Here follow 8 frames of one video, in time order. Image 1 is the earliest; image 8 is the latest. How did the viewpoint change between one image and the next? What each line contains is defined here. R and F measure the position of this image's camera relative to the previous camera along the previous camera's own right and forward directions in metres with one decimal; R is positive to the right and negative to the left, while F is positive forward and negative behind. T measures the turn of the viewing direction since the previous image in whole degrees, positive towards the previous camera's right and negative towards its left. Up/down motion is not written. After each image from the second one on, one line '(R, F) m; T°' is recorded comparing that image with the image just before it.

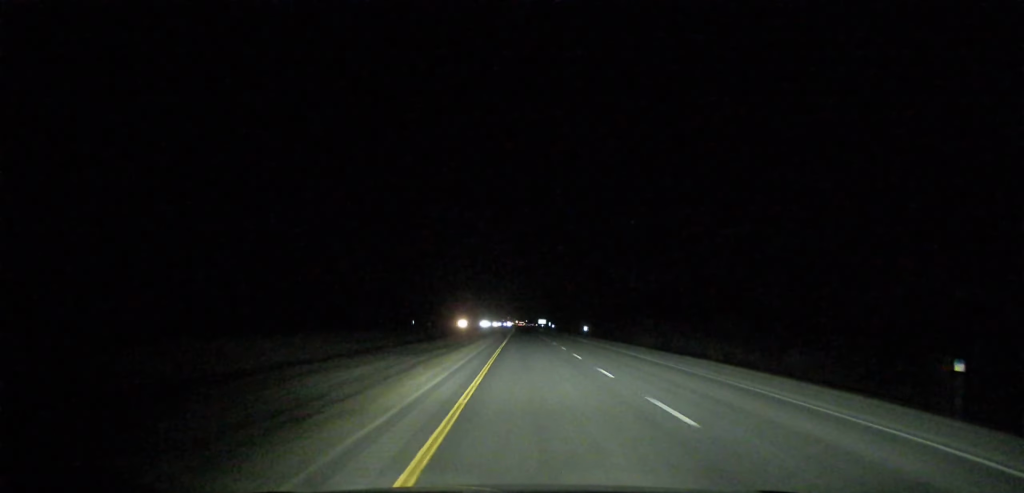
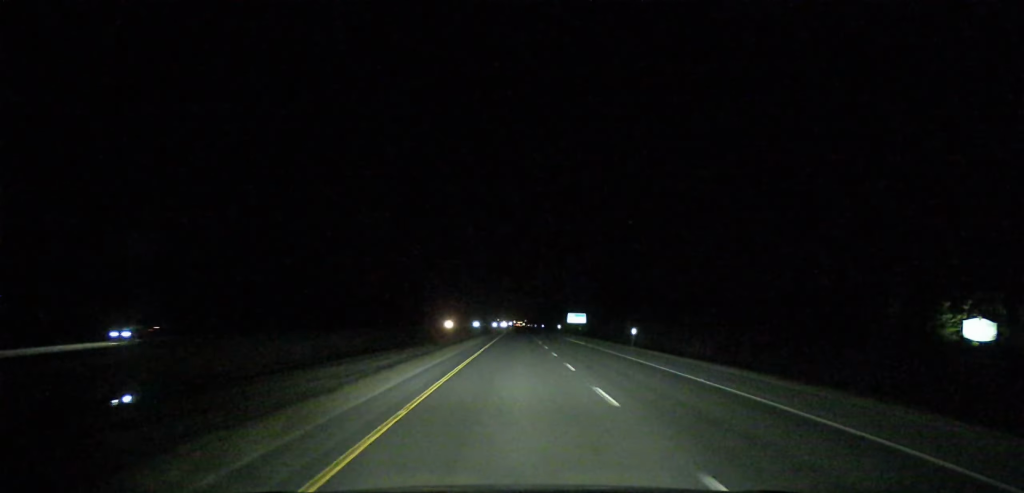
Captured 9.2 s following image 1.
(-1.8, +349.0) m; 0°
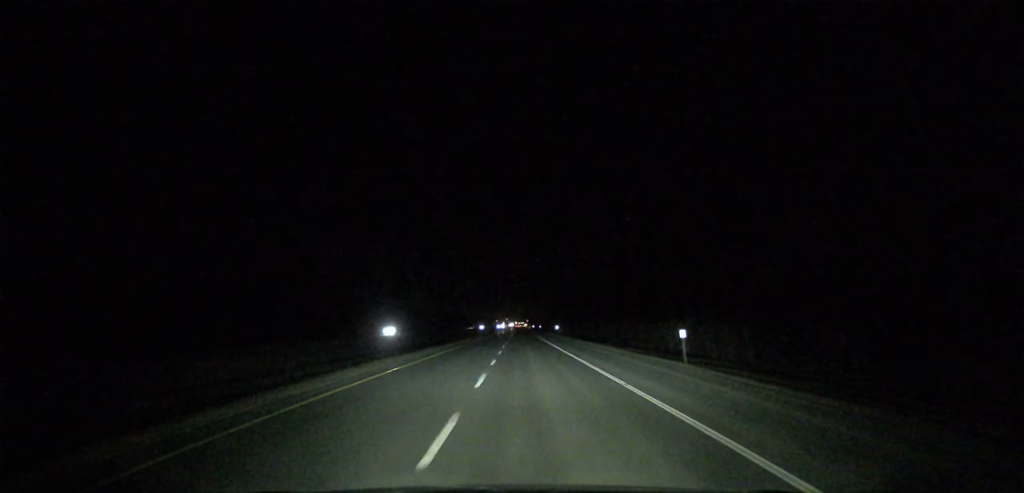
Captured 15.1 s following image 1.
(+0.6, +222.8) m; 0°
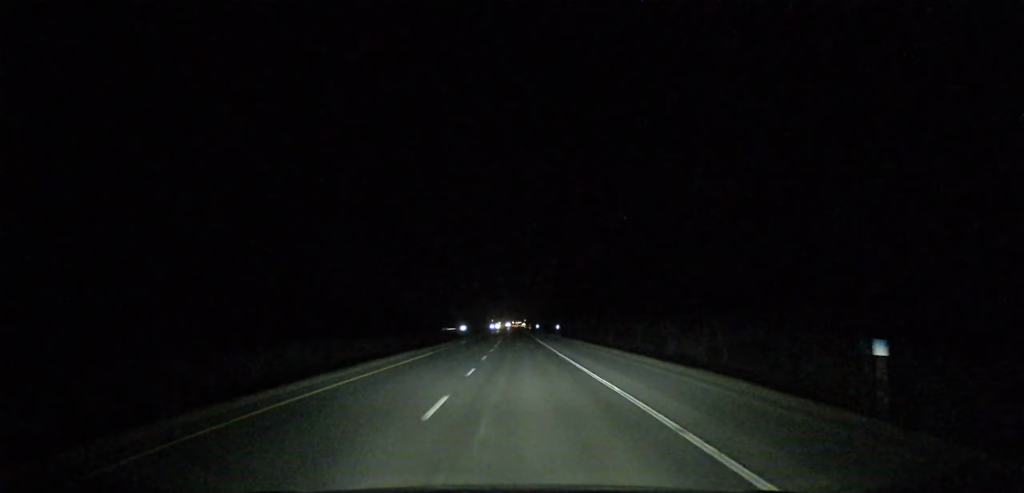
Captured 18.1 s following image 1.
(-0.1, +114.9) m; 0°
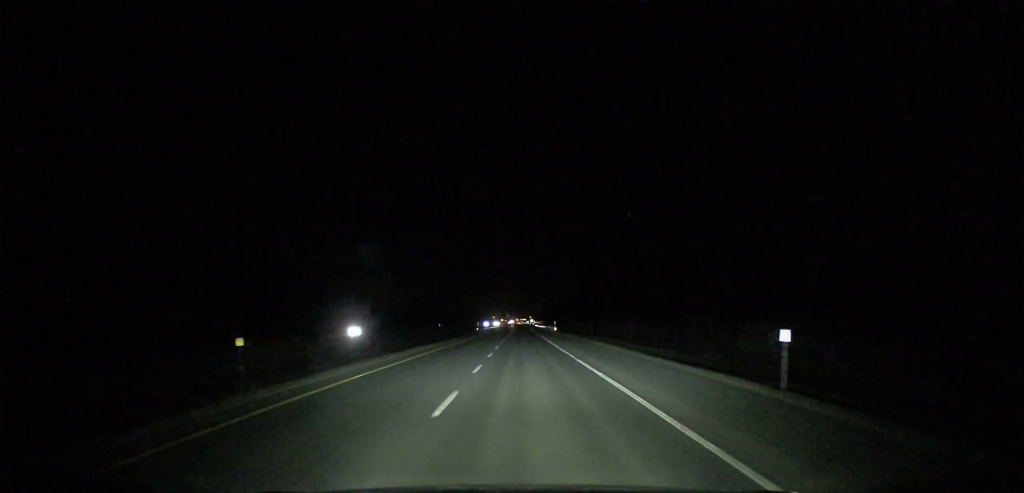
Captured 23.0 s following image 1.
(-0.9, +187.8) m; 0°
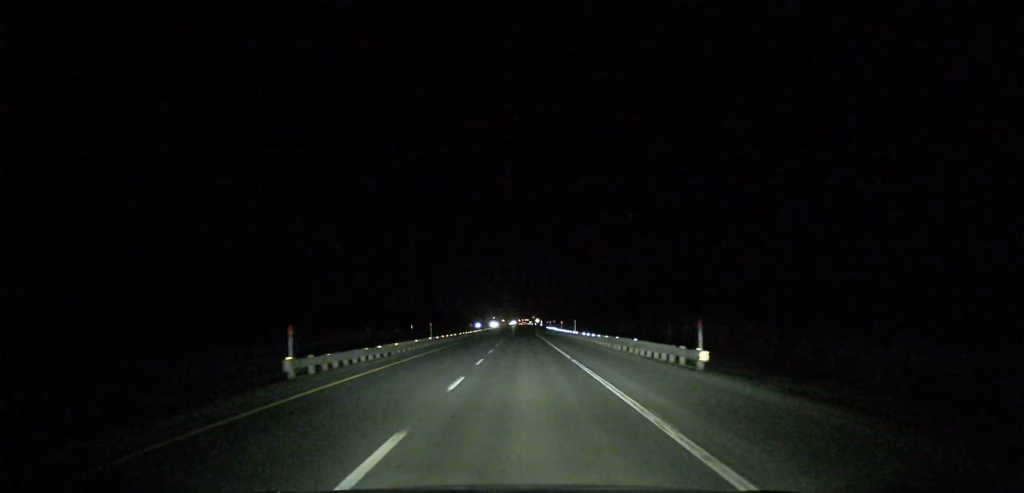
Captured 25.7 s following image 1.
(+0.3, +104.3) m; 0°
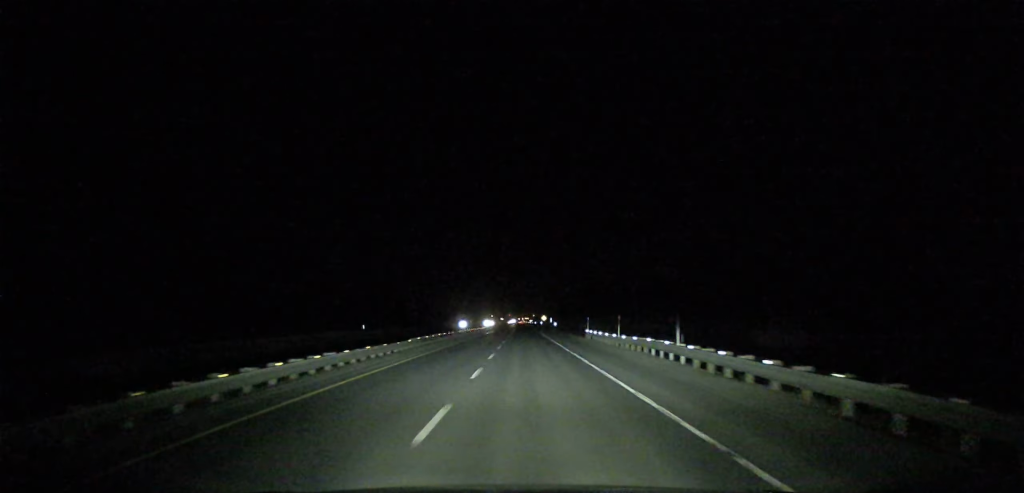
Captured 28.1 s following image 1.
(0.0, +88.1) m; 0°
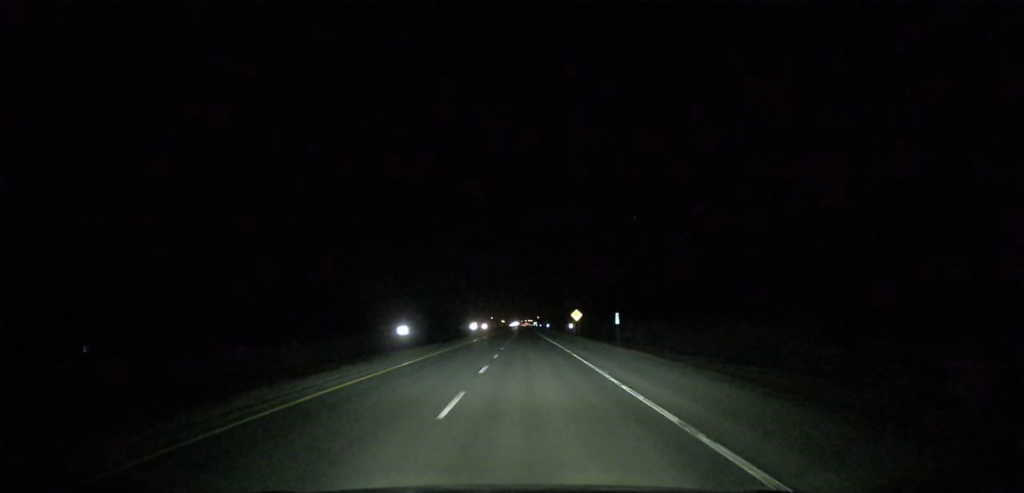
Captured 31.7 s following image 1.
(-0.3, +134.4) m; 0°
